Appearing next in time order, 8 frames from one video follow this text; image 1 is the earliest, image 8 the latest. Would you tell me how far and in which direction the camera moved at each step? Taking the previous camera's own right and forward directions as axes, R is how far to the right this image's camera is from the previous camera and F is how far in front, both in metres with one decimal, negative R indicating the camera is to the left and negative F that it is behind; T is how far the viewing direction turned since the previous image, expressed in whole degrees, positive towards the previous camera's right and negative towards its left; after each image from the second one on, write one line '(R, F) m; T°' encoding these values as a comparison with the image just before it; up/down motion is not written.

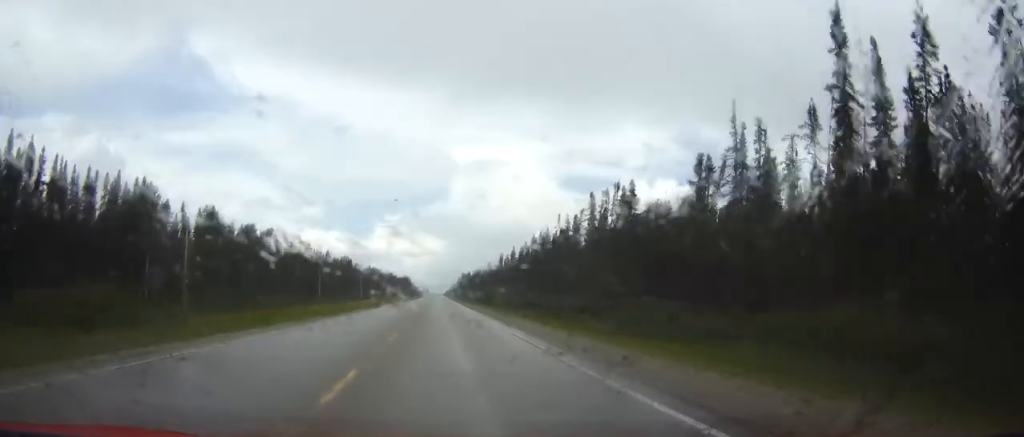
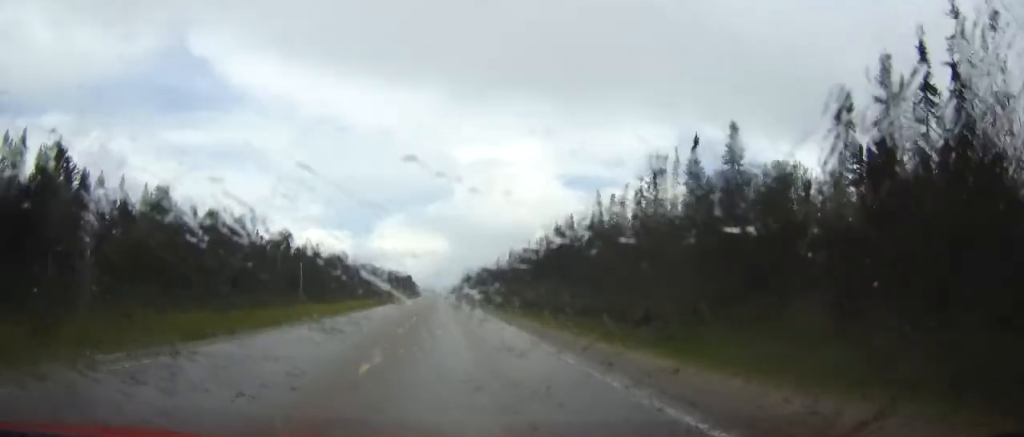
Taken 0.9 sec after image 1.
(-0.1, +24.3) m; 0°
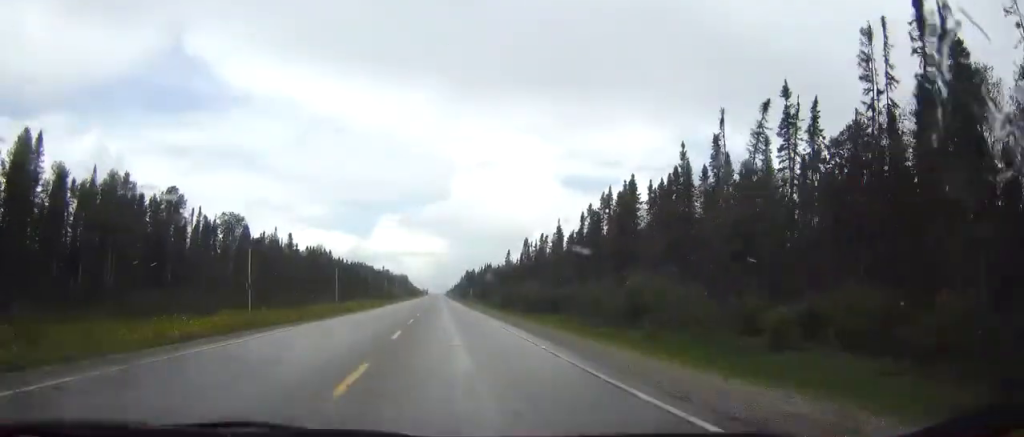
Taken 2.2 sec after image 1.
(-0.1, +38.3) m; 0°
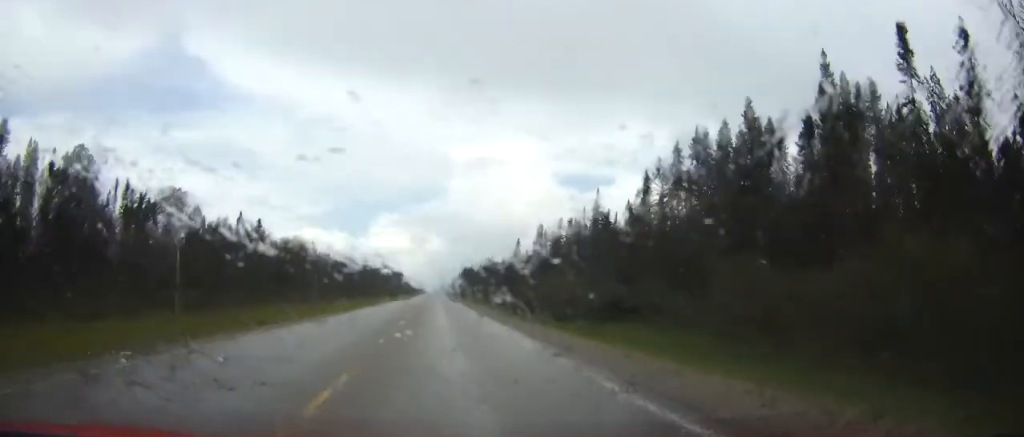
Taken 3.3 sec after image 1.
(+0.1, +28.8) m; 0°
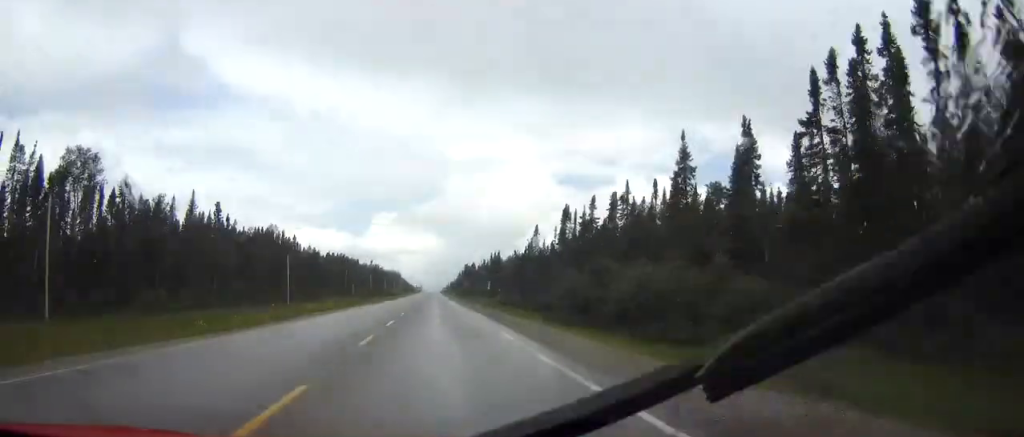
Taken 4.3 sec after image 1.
(0.0, +28.7) m; 0°
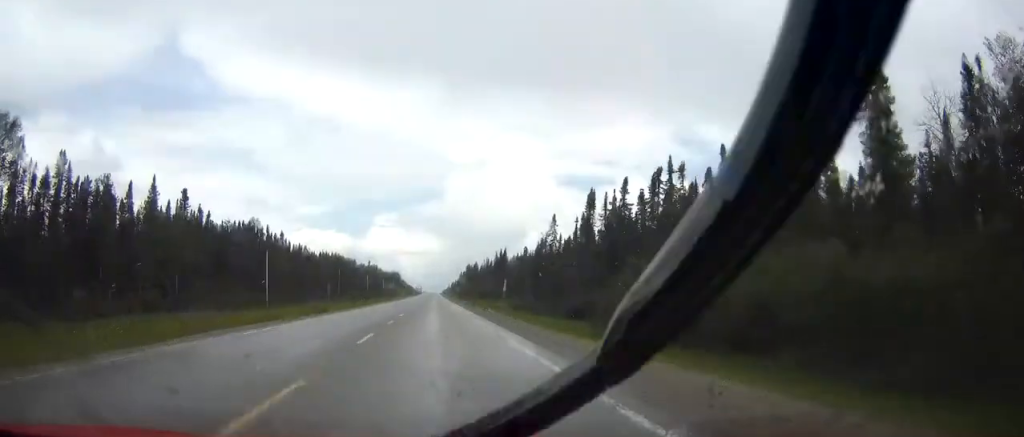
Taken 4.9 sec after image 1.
(0.0, +17.5) m; 0°
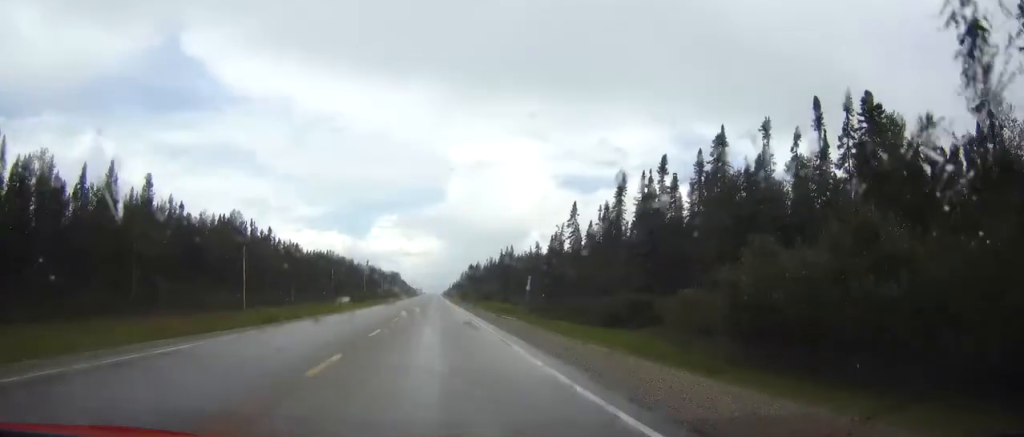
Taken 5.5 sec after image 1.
(0.0, +14.7) m; 0°
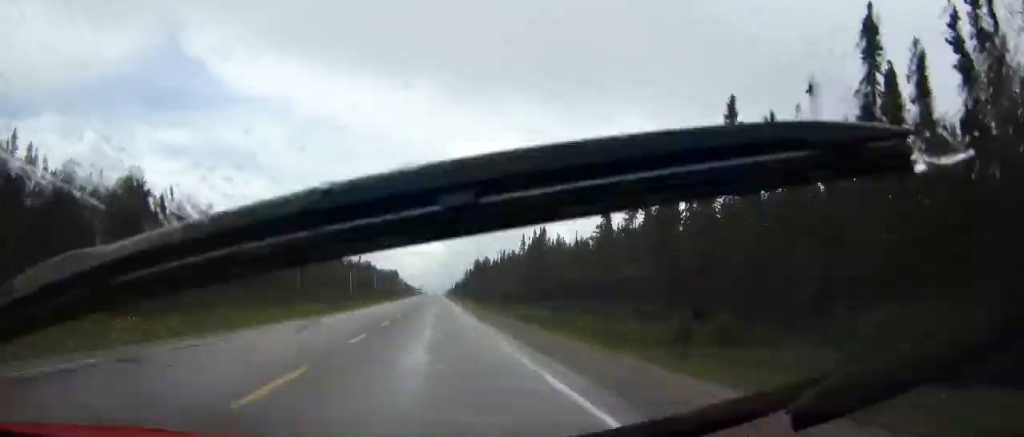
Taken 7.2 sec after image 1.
(+0.1, +47.9) m; 0°
